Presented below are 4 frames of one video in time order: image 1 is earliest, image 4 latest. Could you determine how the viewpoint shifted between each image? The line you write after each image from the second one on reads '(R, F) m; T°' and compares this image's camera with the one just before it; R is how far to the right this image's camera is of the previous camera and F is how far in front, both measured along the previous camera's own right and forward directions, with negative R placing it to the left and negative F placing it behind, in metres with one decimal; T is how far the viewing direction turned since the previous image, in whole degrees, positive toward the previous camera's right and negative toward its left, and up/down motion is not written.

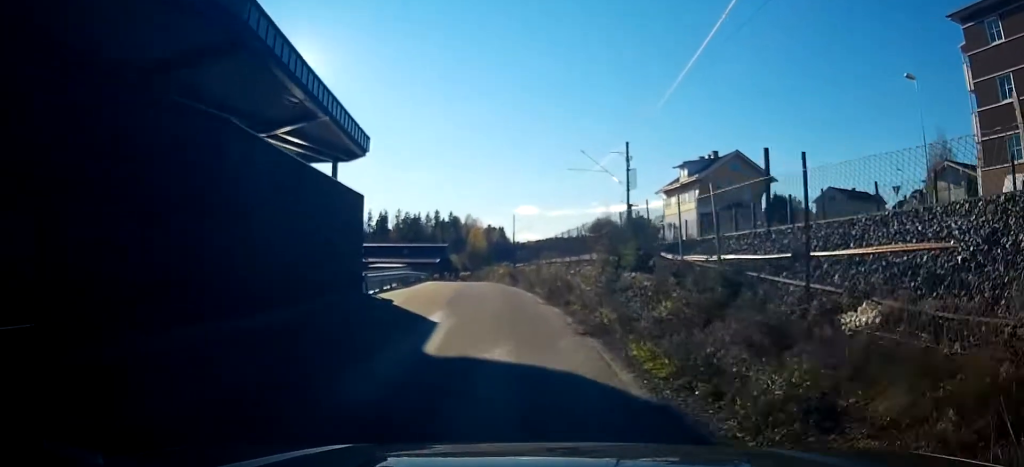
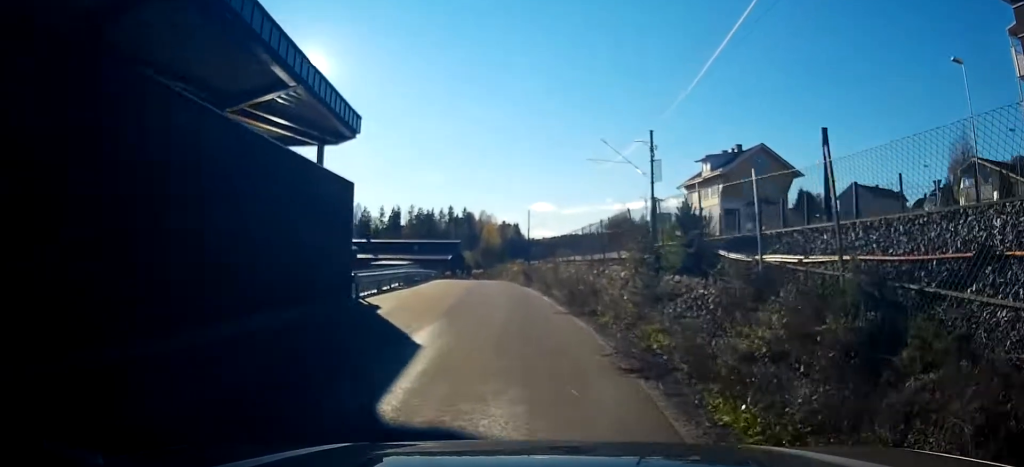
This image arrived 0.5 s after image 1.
(+0.1, +3.5) m; +1°
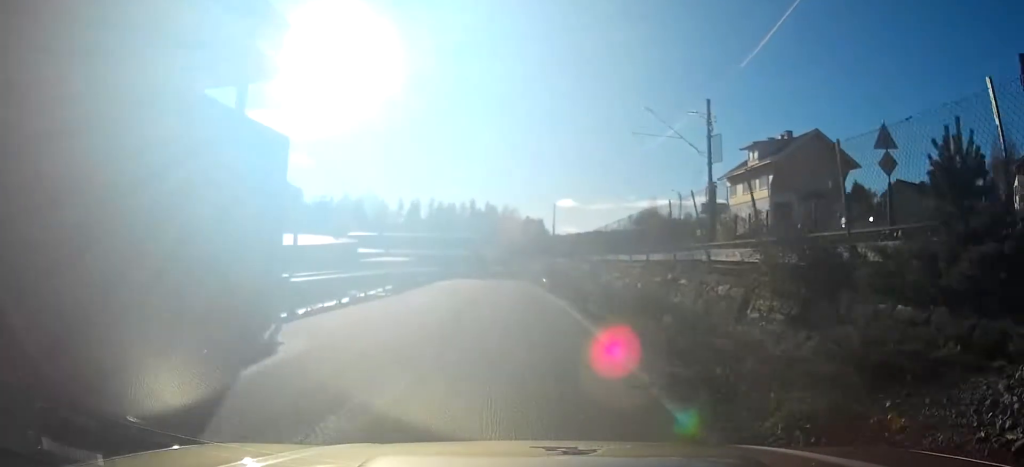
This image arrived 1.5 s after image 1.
(+0.2, +7.8) m; +2°
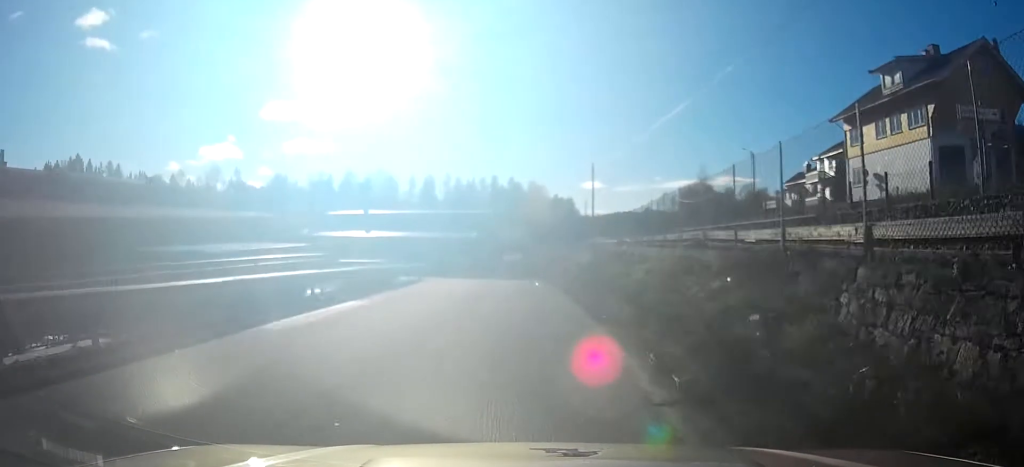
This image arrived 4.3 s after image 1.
(-1.4, +22.3) m; -7°
